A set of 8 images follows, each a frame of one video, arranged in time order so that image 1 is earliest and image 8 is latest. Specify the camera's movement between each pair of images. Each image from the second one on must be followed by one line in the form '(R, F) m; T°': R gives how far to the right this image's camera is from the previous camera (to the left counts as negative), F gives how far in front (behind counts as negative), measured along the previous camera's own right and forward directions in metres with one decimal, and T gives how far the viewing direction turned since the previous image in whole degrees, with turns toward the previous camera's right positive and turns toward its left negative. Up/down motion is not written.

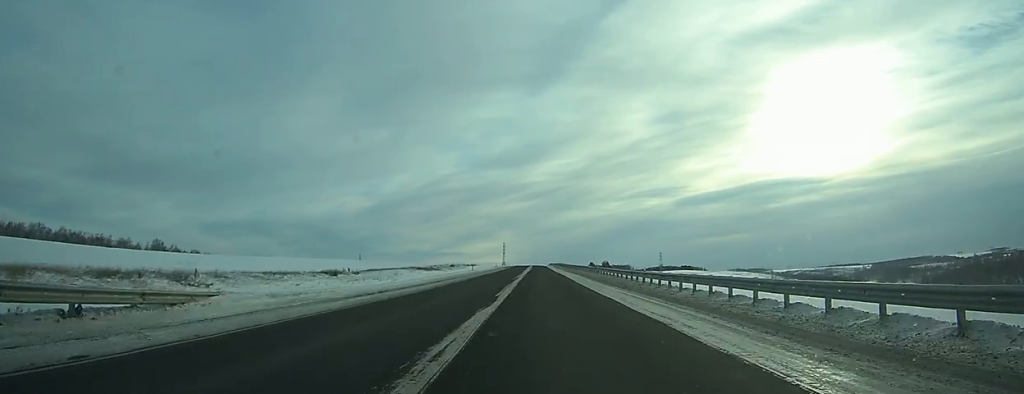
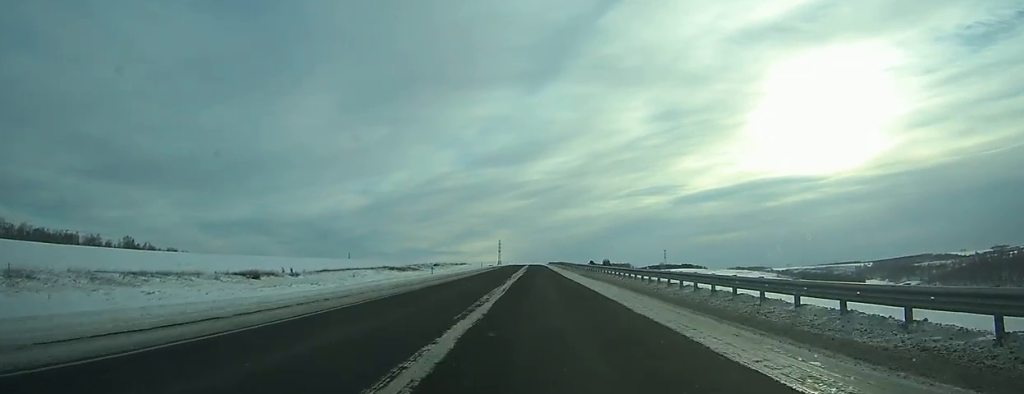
(0.0, +28.7) m; 0°
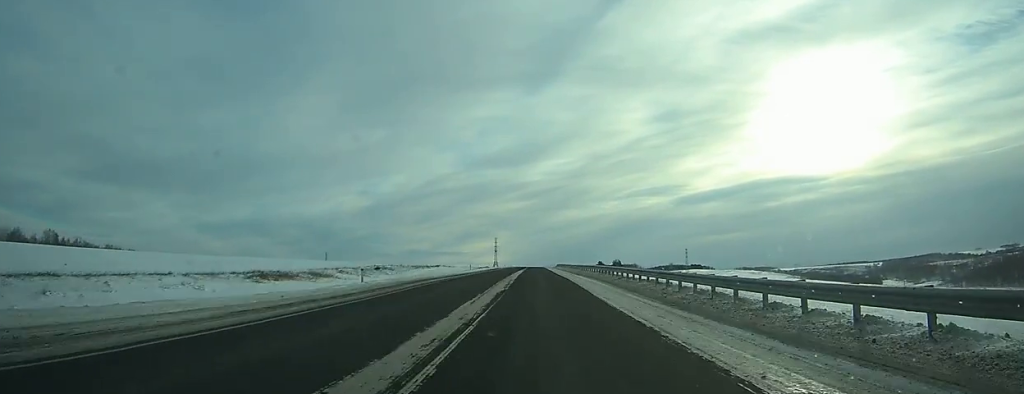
(+0.2, +68.4) m; 0°
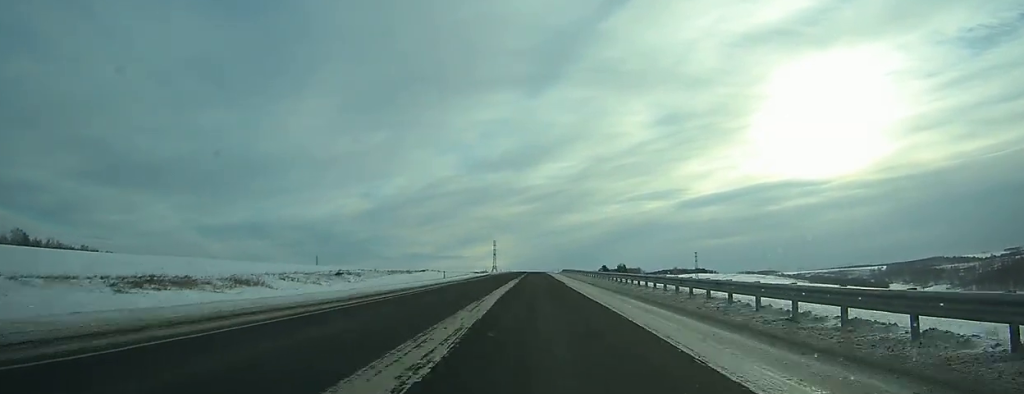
(0.0, +23.5) m; 0°
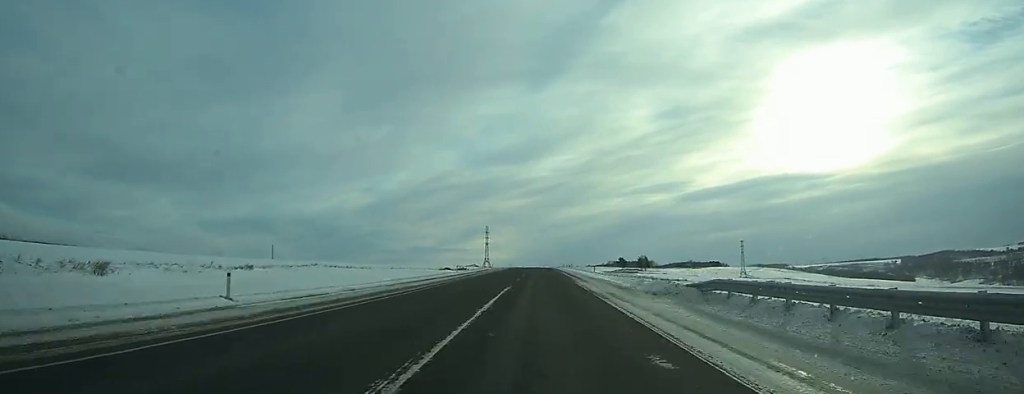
(-0.4, +90.6) m; 0°
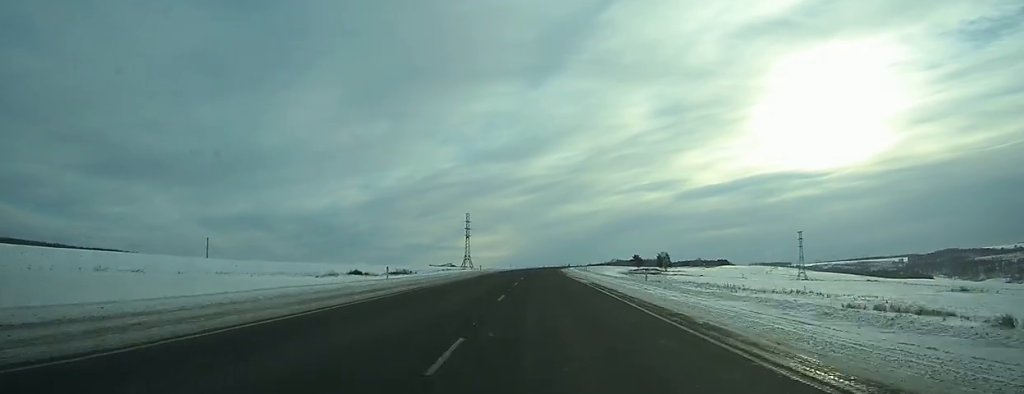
(-0.1, +79.7) m; 0°
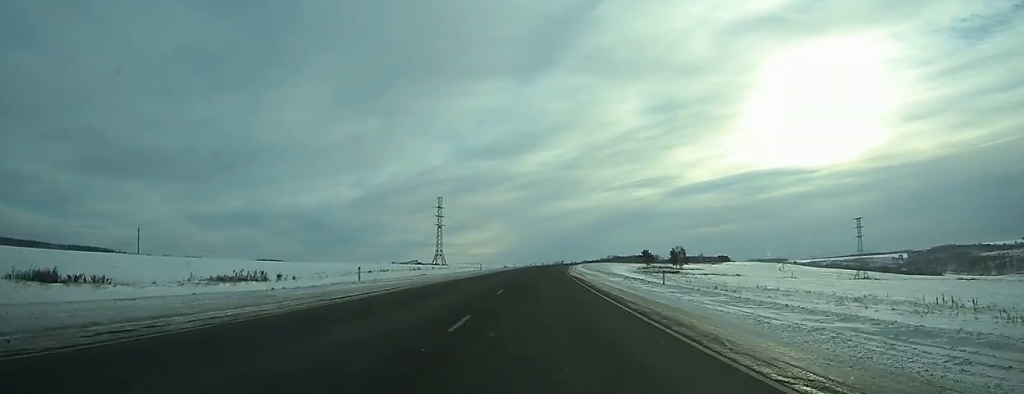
(+0.2, +55.9) m; +1°
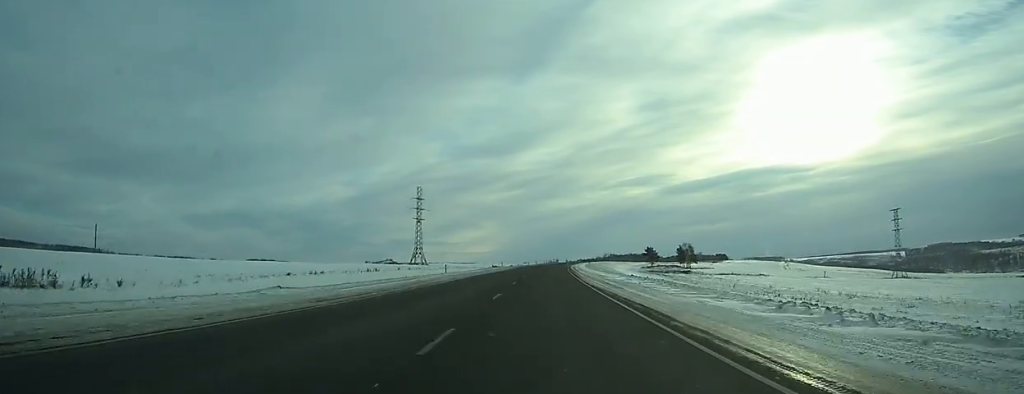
(+0.2, +27.0) m; +1°
